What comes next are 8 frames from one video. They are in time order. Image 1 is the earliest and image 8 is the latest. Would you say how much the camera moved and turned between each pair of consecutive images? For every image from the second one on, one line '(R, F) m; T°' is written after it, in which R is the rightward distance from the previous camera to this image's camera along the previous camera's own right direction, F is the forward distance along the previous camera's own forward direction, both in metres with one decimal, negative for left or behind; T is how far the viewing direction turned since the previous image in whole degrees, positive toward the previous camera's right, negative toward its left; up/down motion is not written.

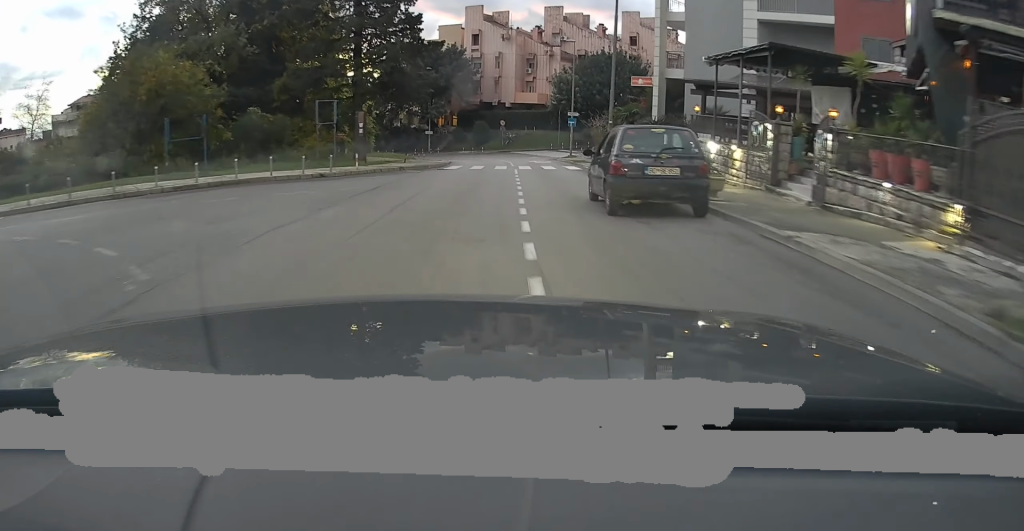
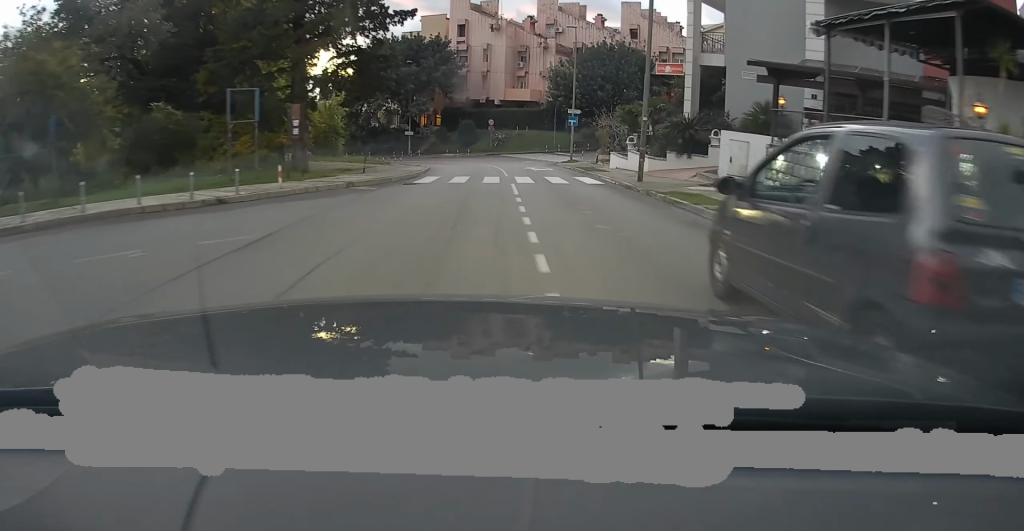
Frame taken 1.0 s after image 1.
(+0.2, +7.7) m; +2°
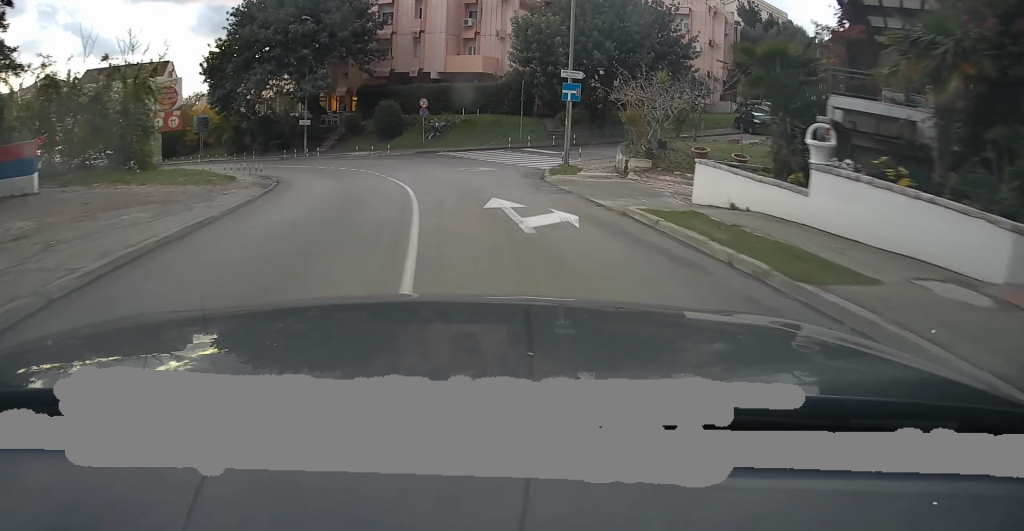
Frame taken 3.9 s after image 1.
(+1.4, +20.9) m; +7°
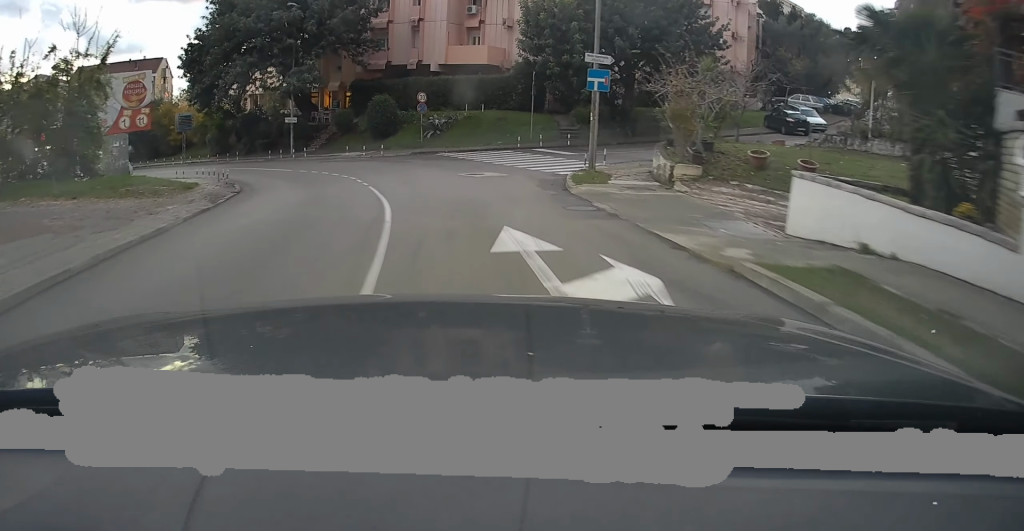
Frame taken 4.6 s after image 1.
(0.0, +4.3) m; -1°
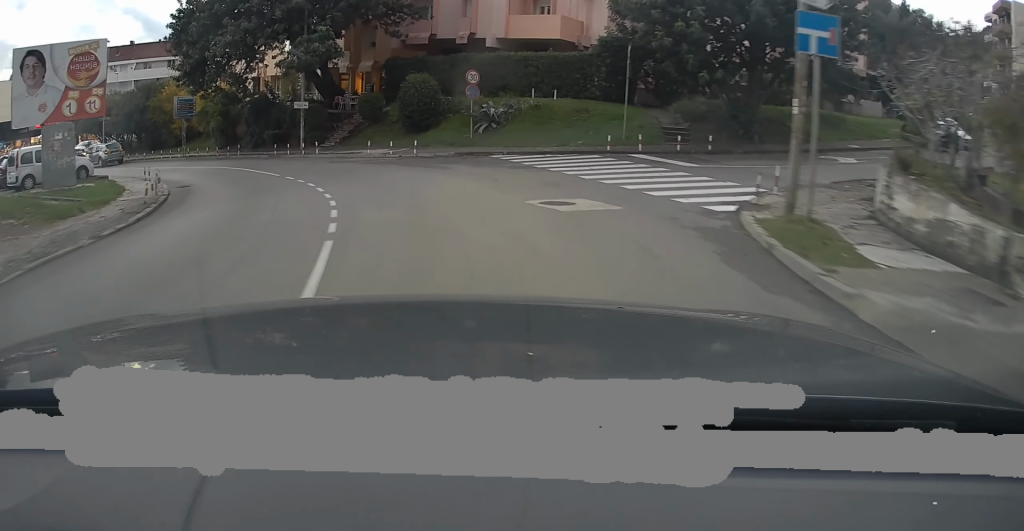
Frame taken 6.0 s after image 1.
(-0.4, +9.5) m; -5°
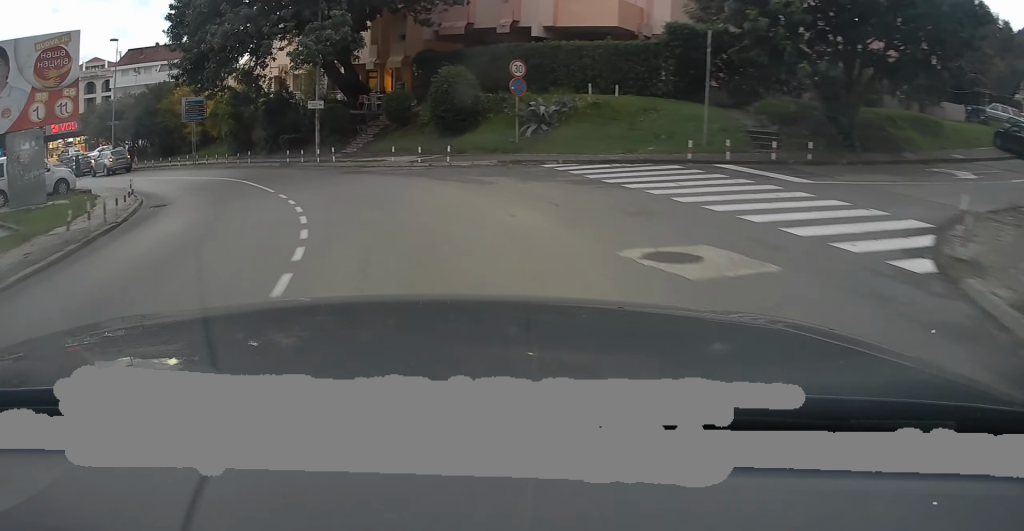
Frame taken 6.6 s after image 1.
(-0.1, +4.6) m; -3°
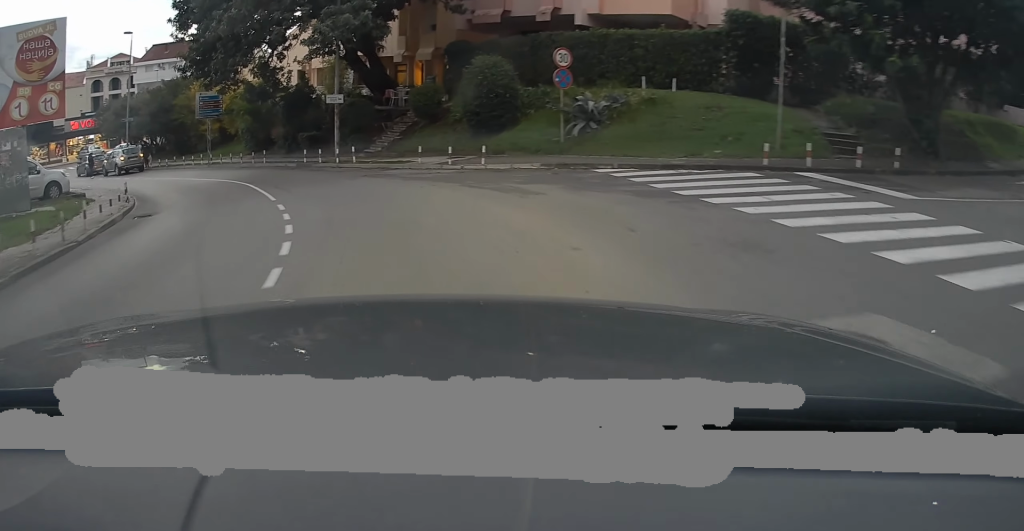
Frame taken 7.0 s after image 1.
(0.0, +2.7) m; -2°
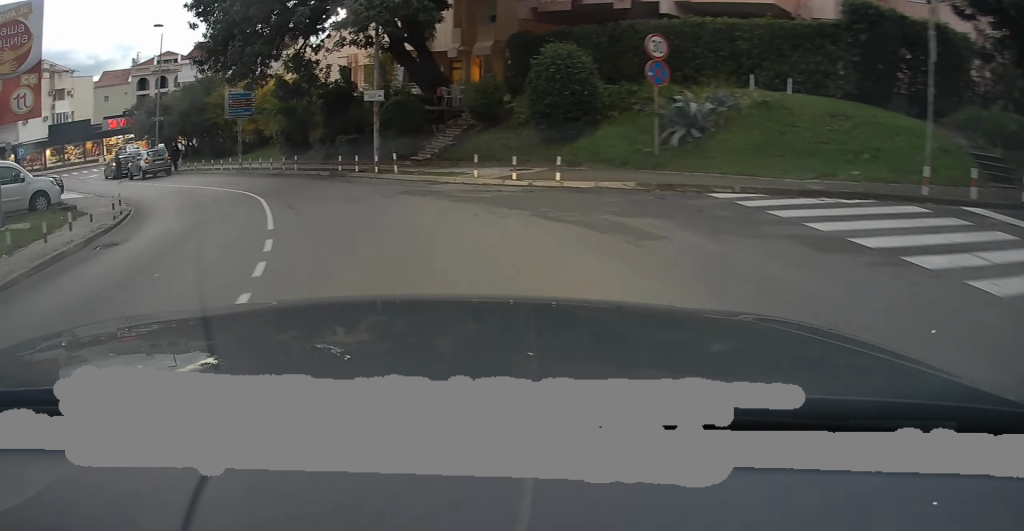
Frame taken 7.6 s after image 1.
(0.0, +4.0) m; -4°
